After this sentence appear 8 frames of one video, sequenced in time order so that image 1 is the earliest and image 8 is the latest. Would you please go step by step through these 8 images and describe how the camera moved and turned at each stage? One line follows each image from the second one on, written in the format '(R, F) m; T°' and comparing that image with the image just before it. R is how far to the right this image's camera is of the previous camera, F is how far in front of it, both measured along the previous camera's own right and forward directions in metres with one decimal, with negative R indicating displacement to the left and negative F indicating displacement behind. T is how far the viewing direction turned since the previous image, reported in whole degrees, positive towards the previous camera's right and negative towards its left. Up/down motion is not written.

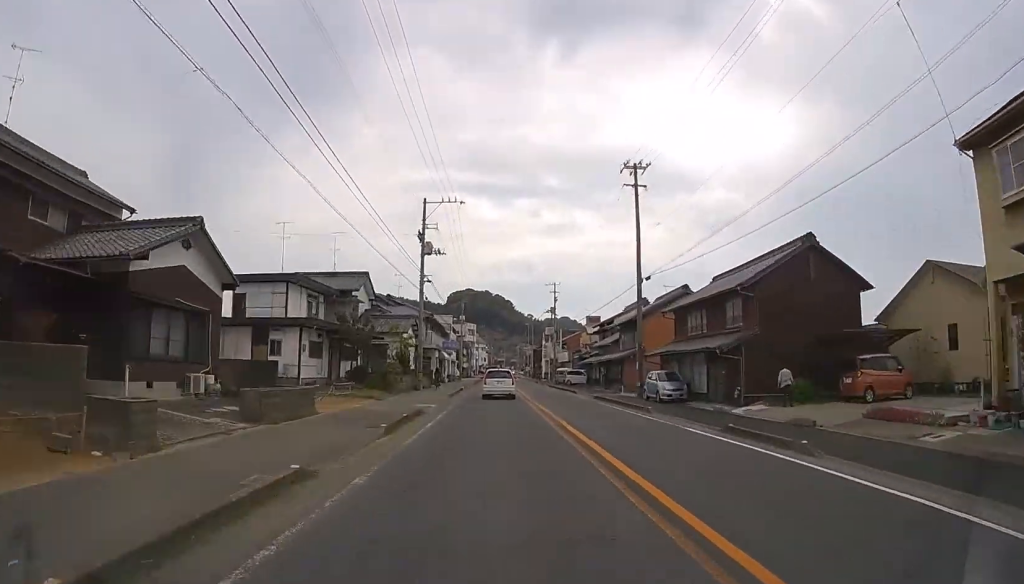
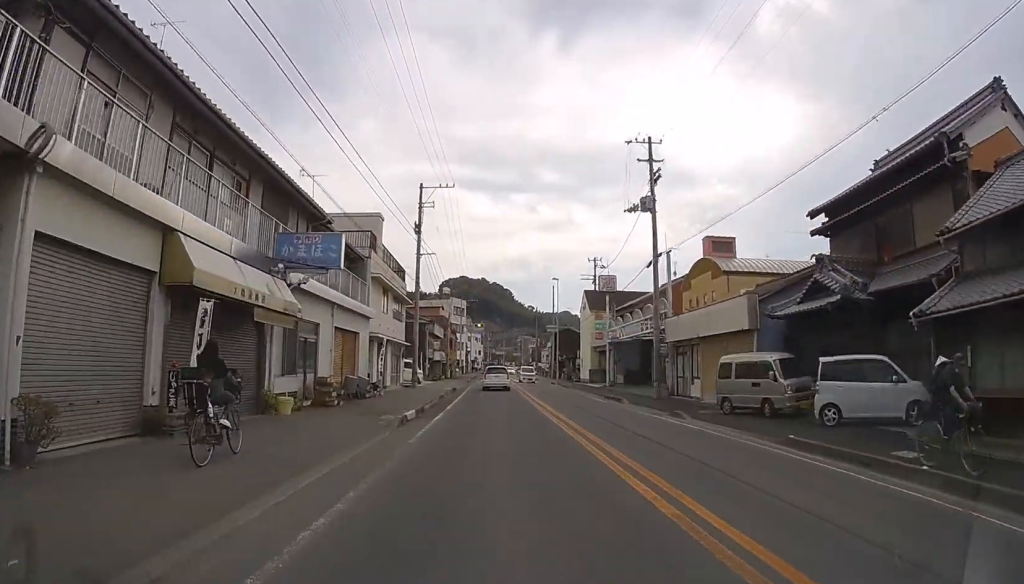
(+0.2, +26.1) m; +1°
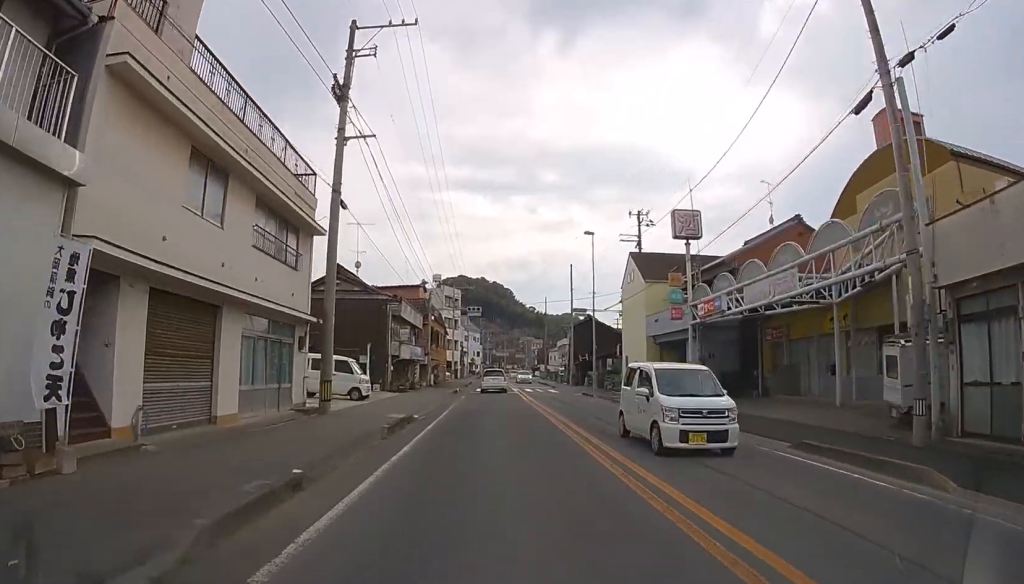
(+0.2, +24.0) m; +1°
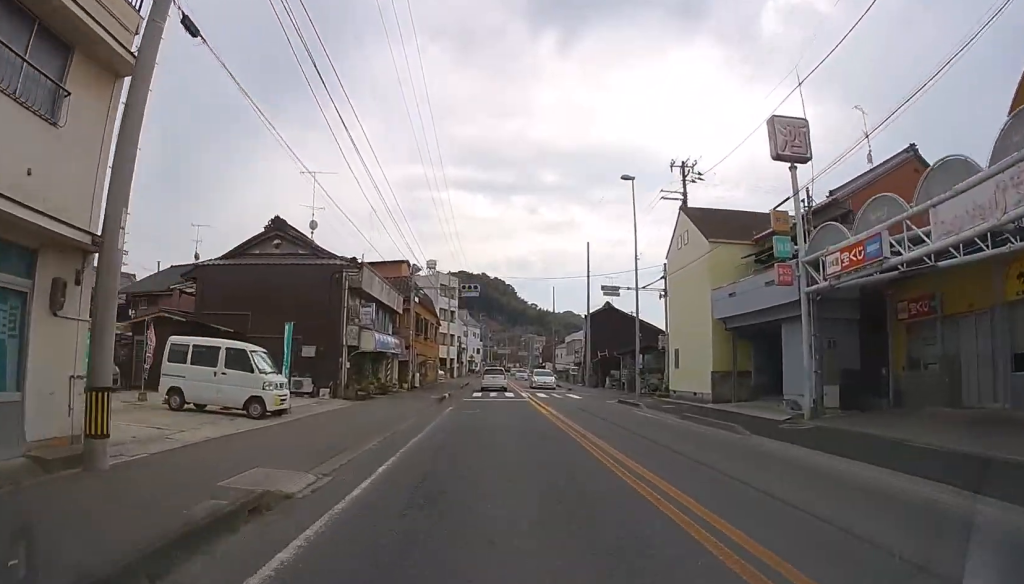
(0.0, +10.2) m; 0°
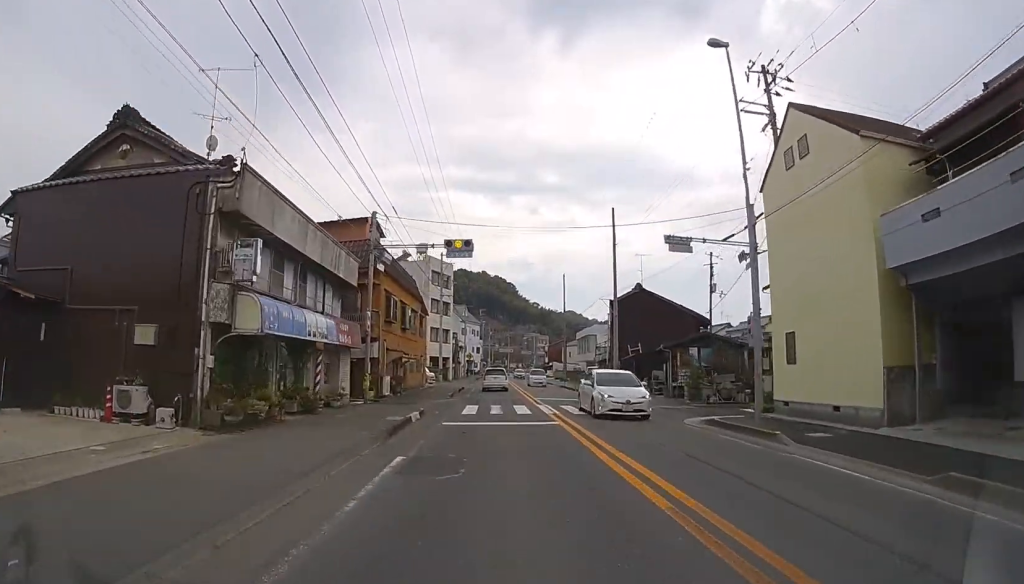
(0.0, +10.9) m; 0°
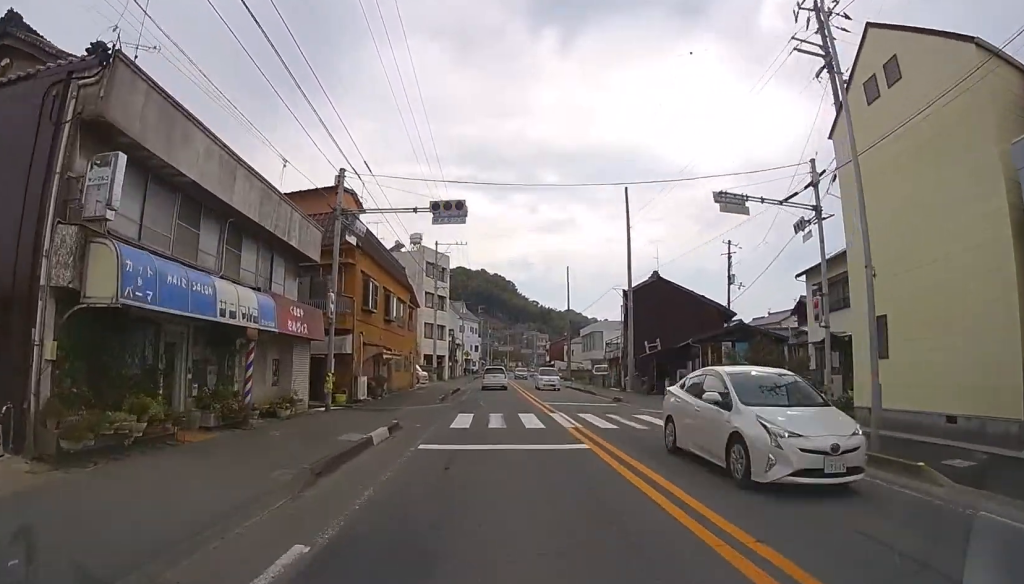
(0.0, +4.5) m; 0°
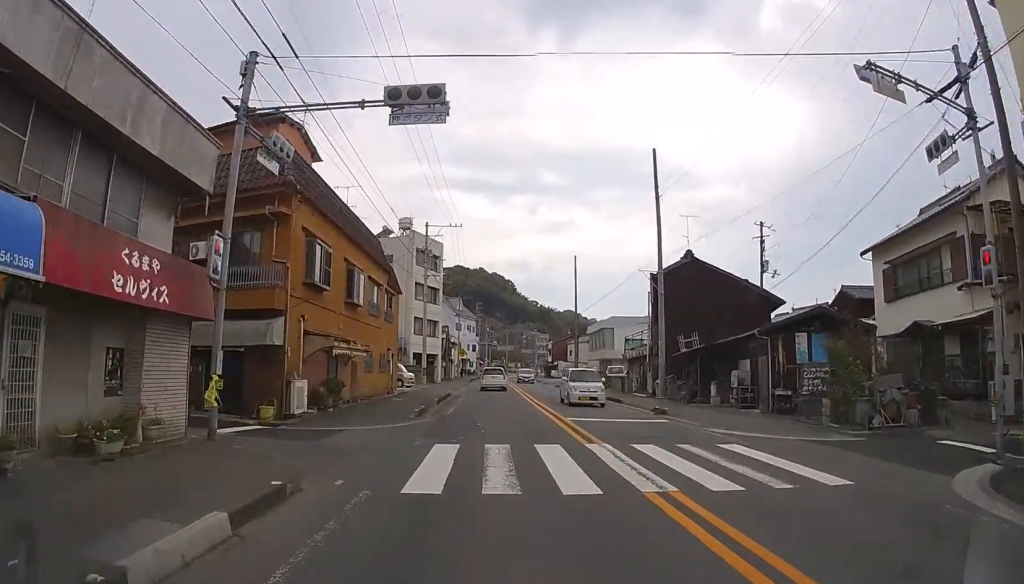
(0.0, +6.8) m; 0°
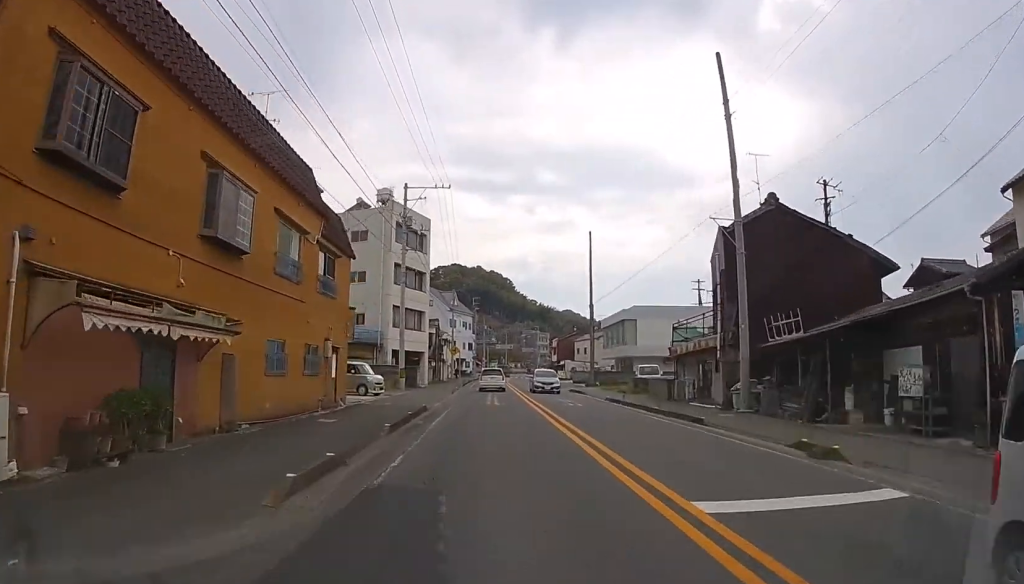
(0.0, +9.8) m; 0°
